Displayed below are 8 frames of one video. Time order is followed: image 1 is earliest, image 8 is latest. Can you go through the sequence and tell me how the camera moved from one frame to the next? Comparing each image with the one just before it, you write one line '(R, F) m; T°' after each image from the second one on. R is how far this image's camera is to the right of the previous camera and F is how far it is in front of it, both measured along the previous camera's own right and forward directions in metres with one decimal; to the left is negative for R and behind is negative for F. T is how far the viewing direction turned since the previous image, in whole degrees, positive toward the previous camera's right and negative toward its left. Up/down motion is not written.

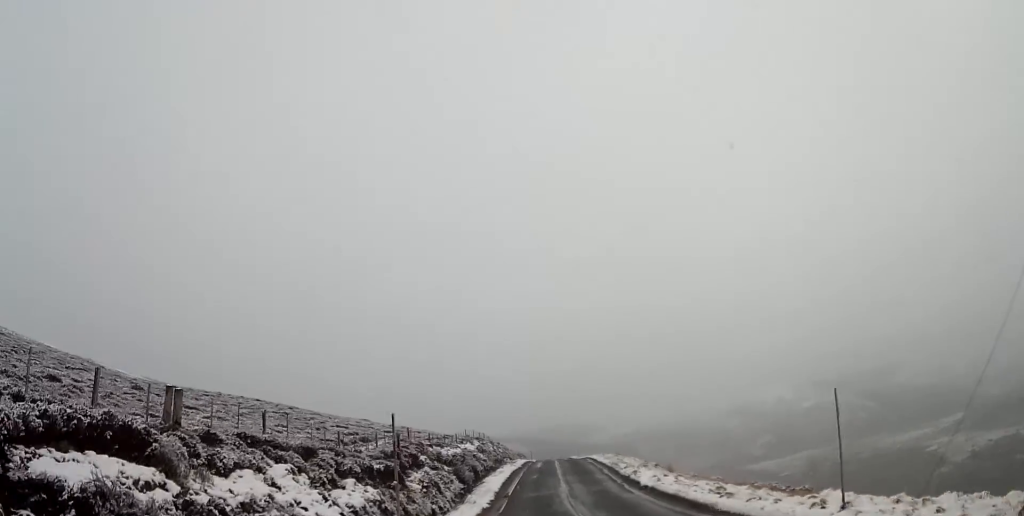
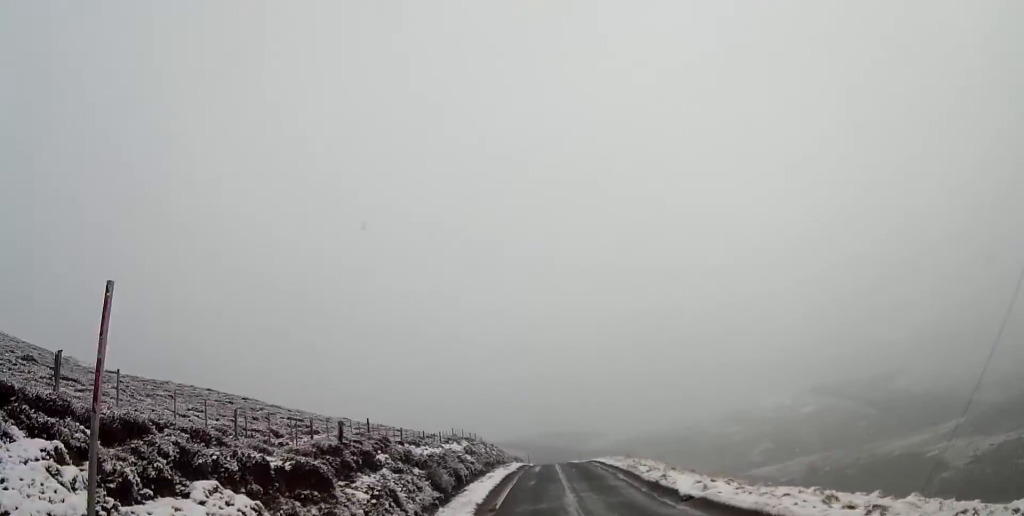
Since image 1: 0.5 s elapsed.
(0.0, +8.8) m; 0°
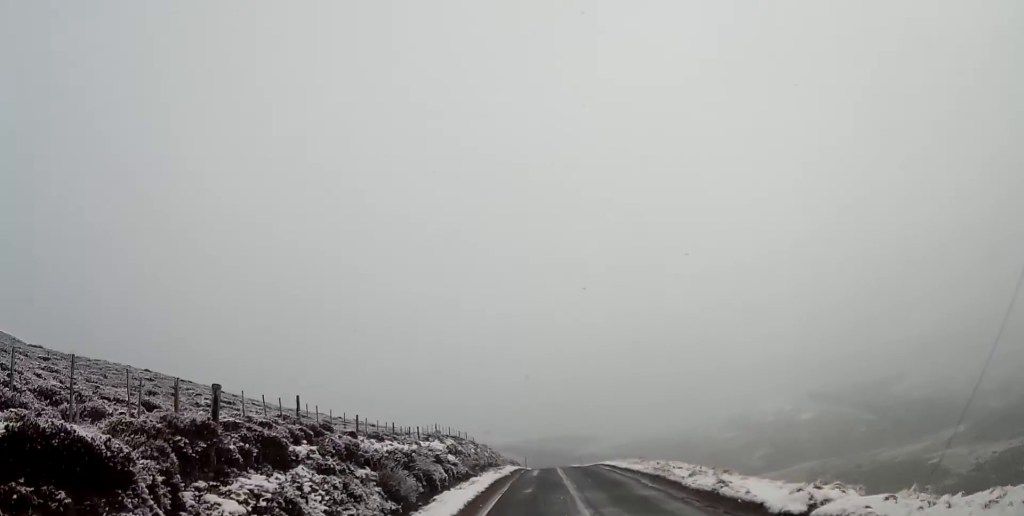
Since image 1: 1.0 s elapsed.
(0.0, +8.8) m; 0°
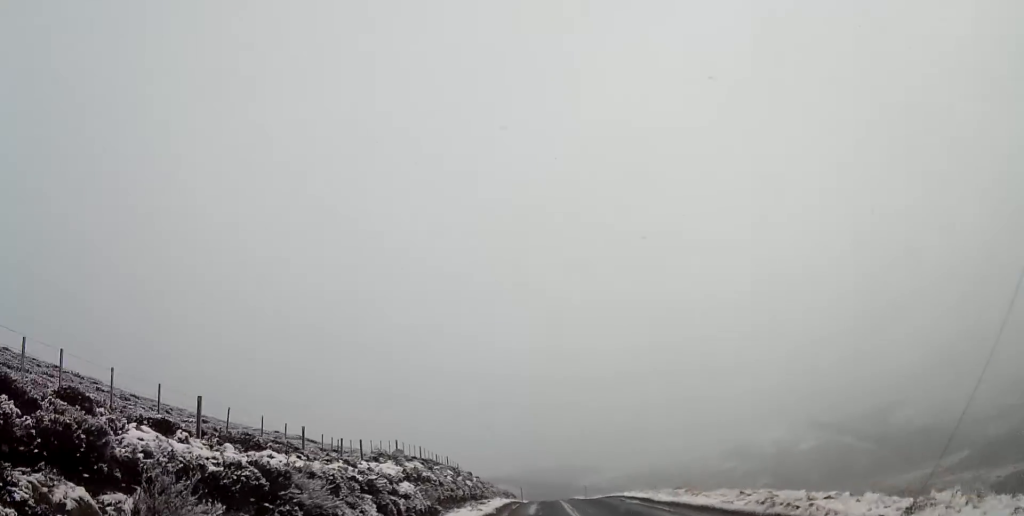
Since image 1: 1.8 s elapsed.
(+0.1, +13.2) m; +1°
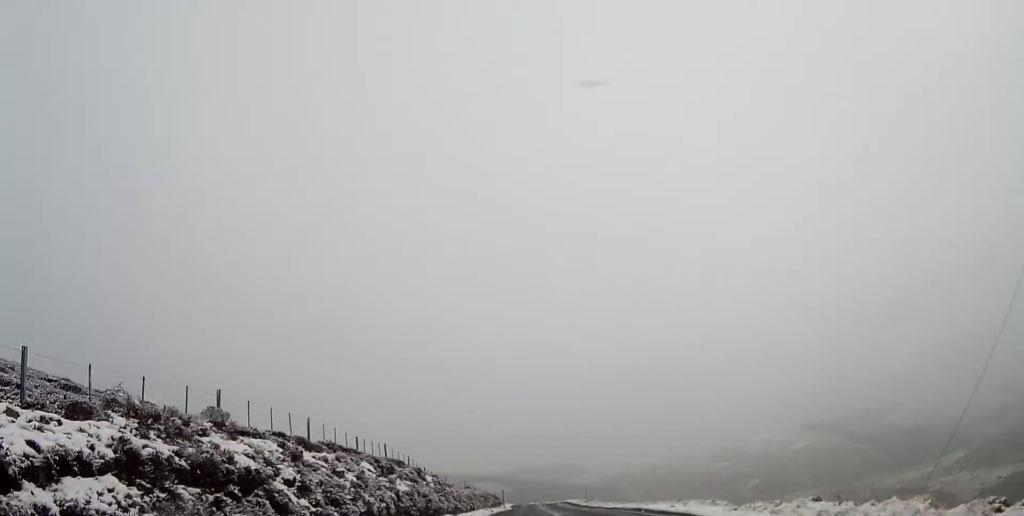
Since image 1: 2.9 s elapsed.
(+0.1, +19.9) m; 0°
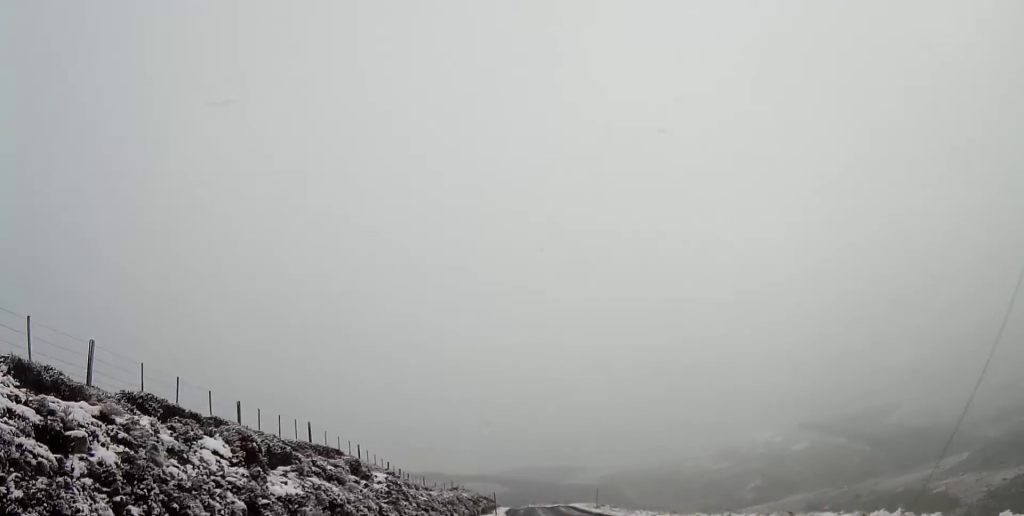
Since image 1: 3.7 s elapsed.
(0.0, +12.9) m; 0°
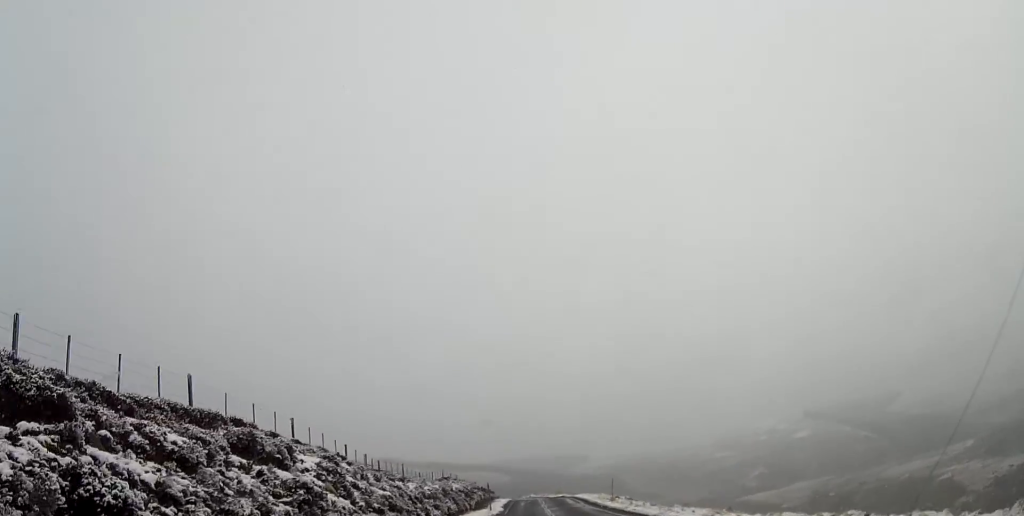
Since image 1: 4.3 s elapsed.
(0.0, +9.4) m; 0°
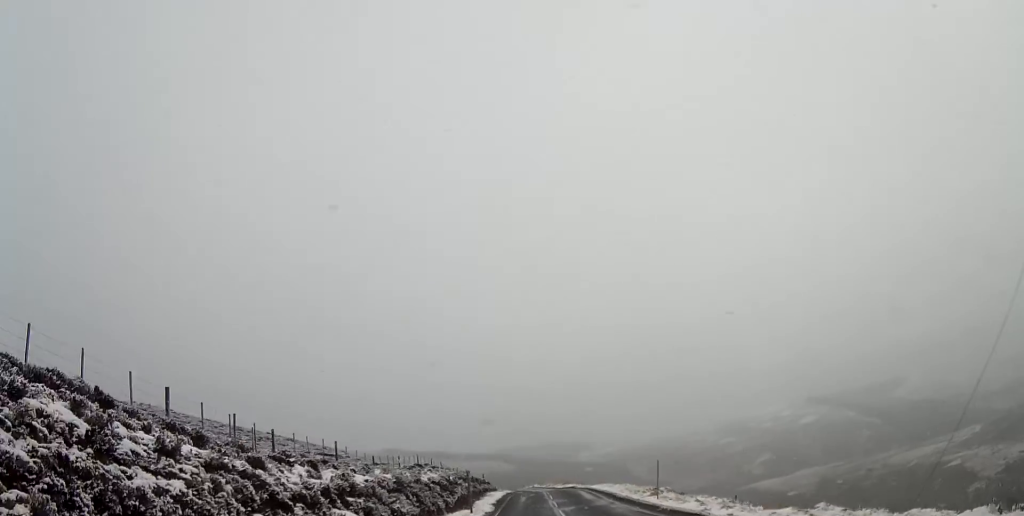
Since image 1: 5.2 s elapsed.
(0.0, +15.7) m; 0°
